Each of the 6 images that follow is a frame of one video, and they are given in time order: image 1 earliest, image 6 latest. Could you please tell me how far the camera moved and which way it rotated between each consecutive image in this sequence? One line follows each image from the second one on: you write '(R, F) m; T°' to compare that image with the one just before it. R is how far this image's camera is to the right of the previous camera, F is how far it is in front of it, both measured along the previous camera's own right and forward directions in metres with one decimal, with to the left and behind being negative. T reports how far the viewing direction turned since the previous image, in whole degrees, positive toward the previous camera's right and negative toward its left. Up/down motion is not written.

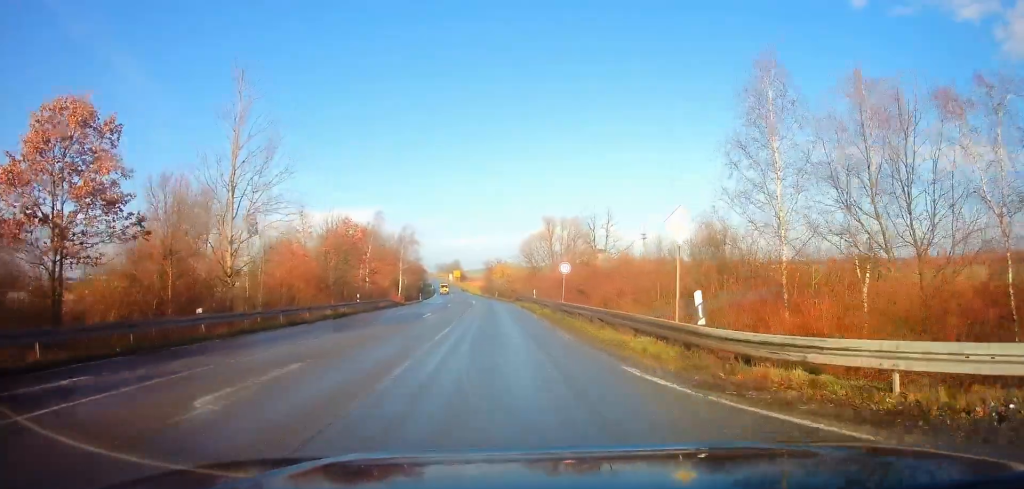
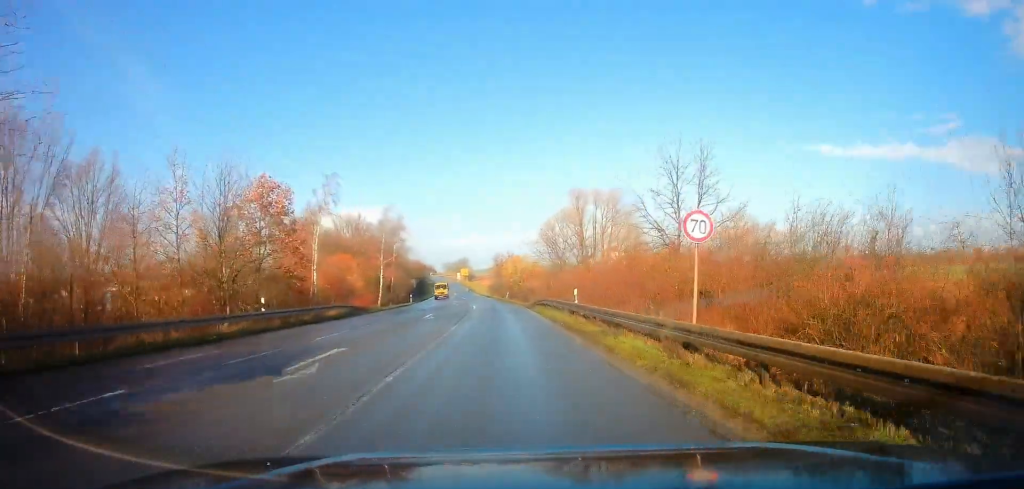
(-0.2, +18.7) m; -1°
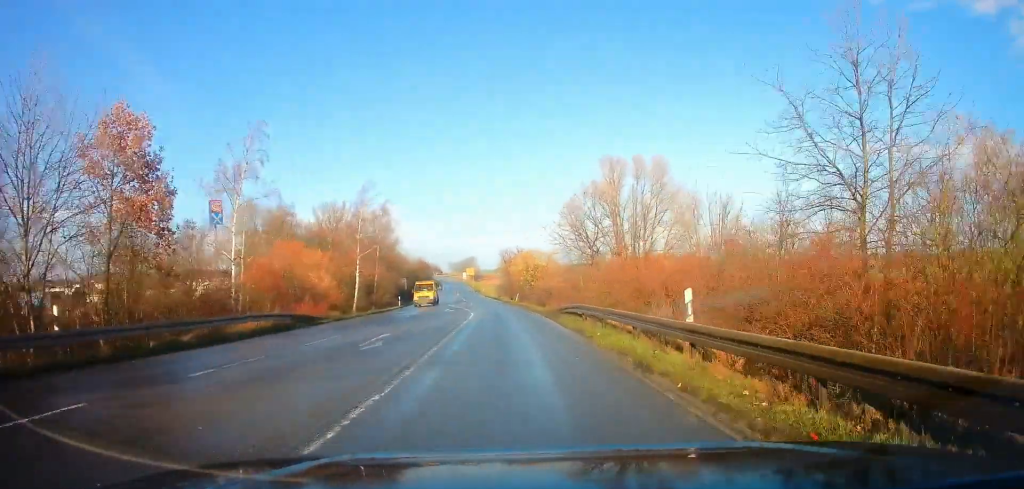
(0.0, +13.0) m; 0°
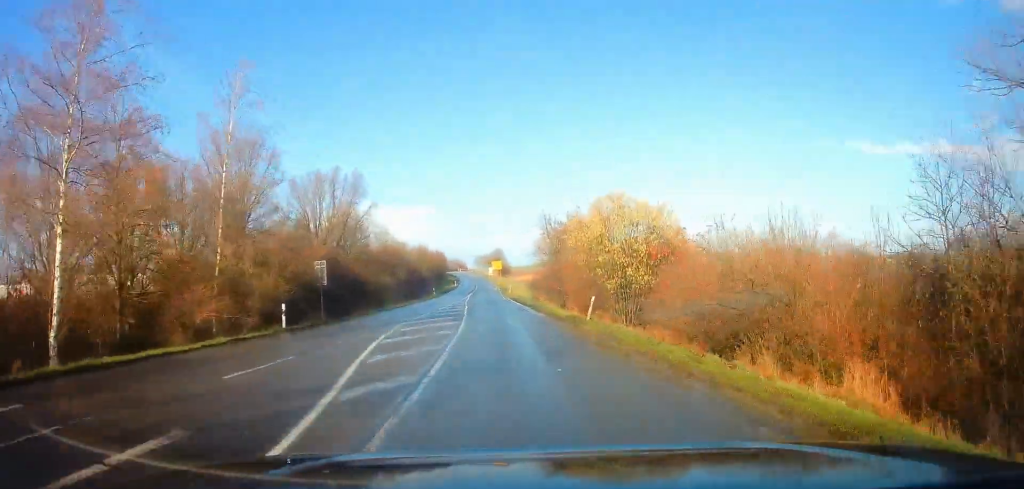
(-1.2, +36.7) m; -4°
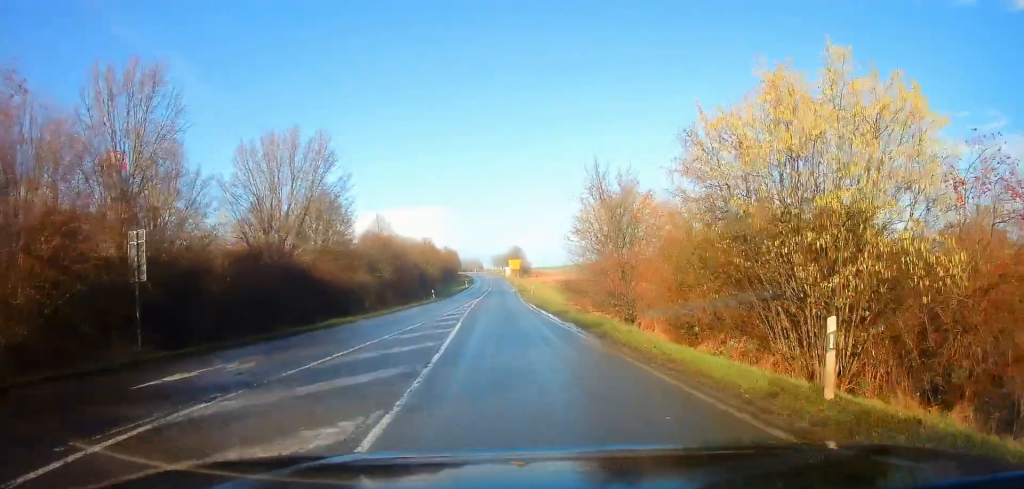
(-0.3, +16.1) m; -1°
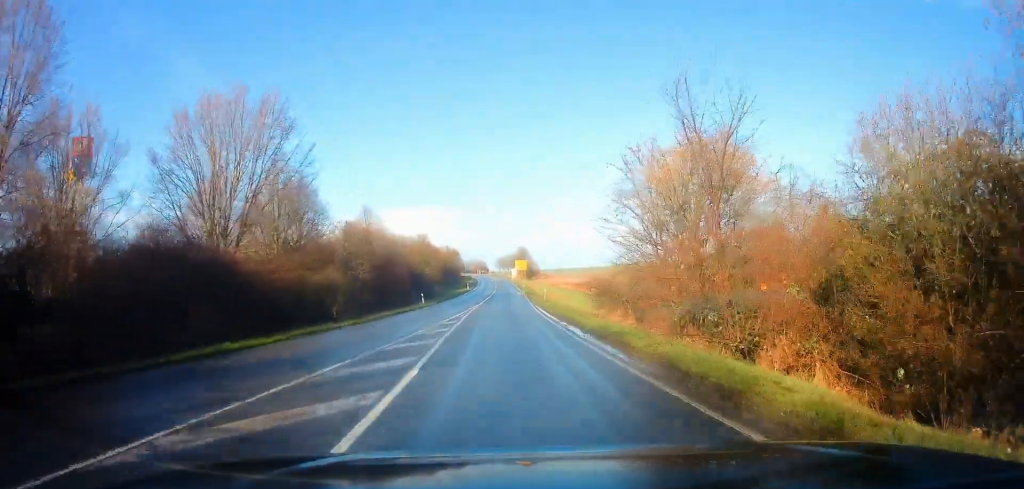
(0.0, +10.5) m; 0°
